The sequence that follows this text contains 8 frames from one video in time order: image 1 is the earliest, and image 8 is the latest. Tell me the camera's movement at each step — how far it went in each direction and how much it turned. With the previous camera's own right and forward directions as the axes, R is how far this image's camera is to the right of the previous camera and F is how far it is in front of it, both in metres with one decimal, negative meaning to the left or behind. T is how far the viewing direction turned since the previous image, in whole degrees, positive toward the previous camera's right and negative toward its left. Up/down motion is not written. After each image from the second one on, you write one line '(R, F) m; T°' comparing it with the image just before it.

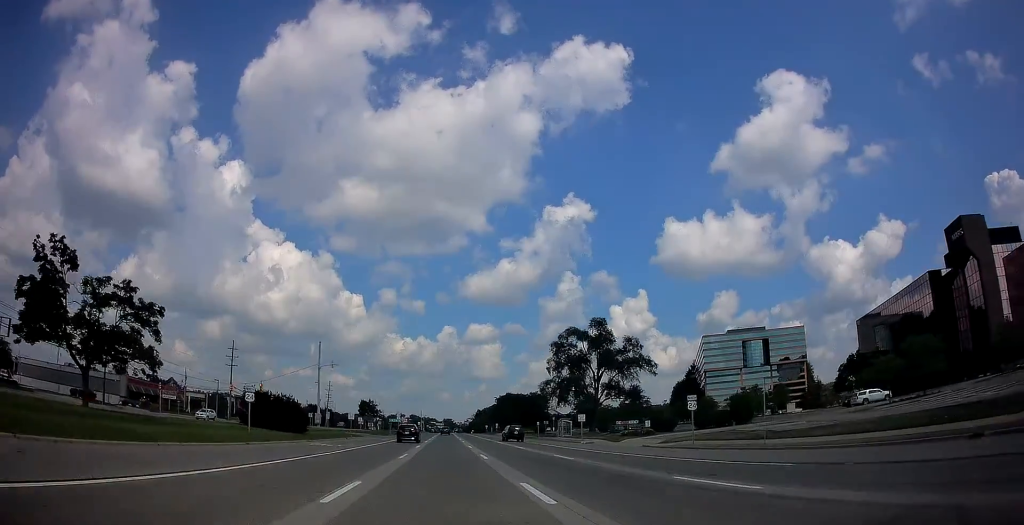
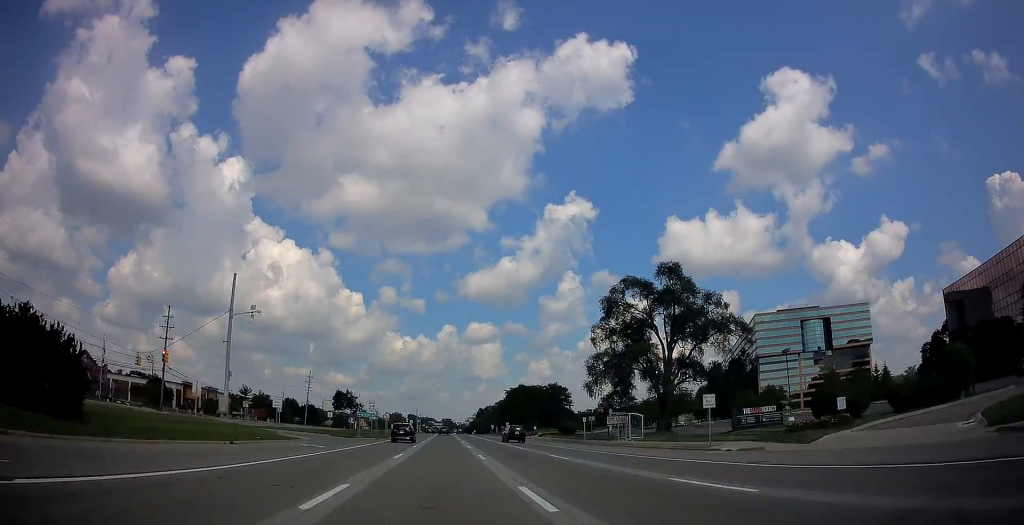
(0.0, +30.8) m; 0°
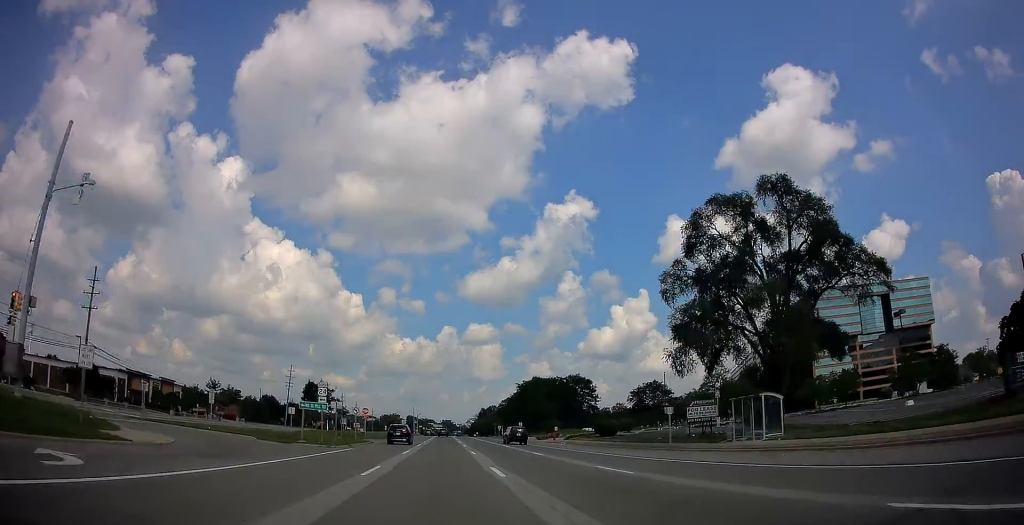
(0.0, +23.4) m; 0°
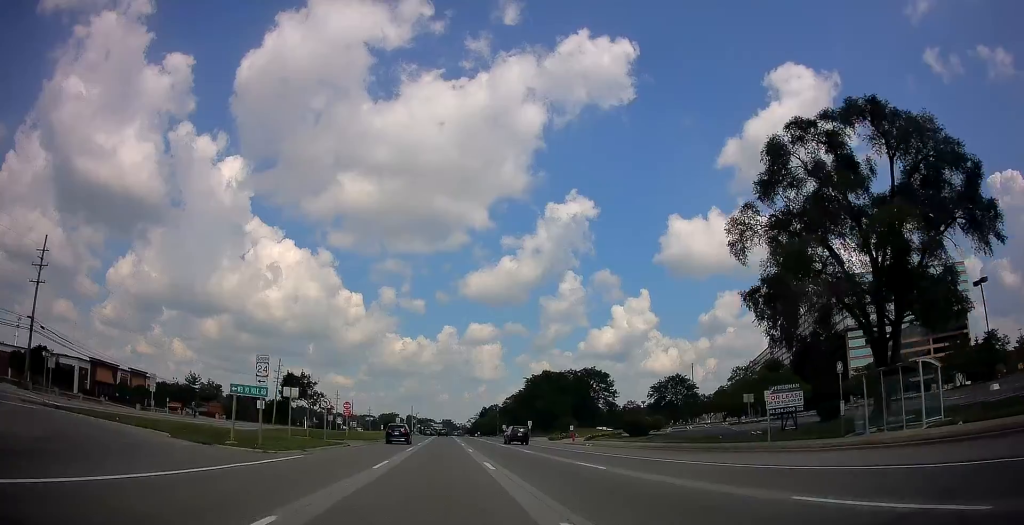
(+0.1, +11.7) m; 0°
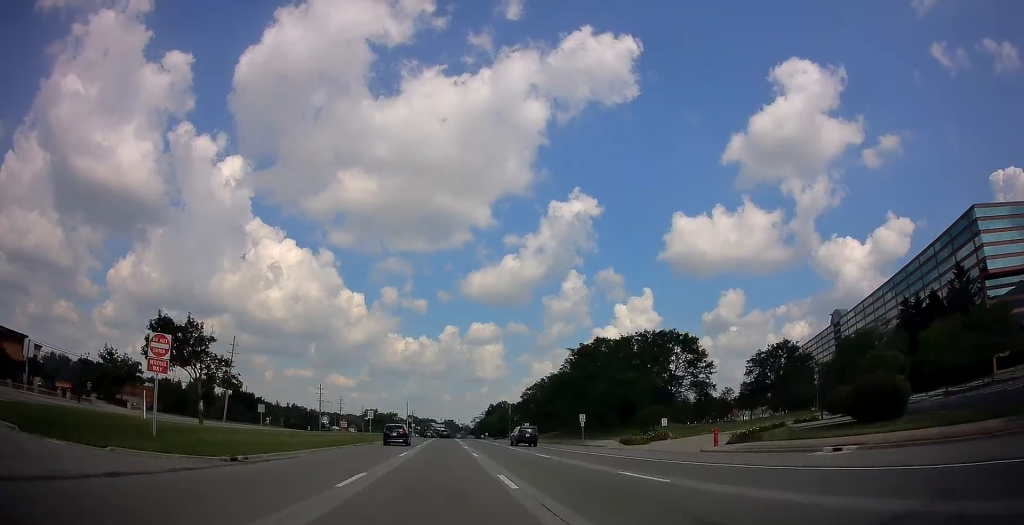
(-0.4, +35.9) m; -1°
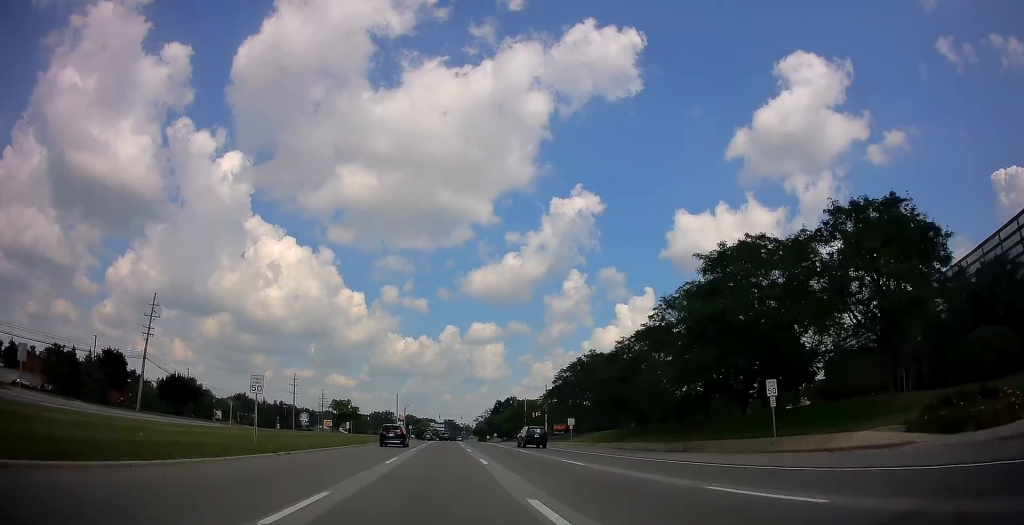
(+0.3, +36.7) m; +1°
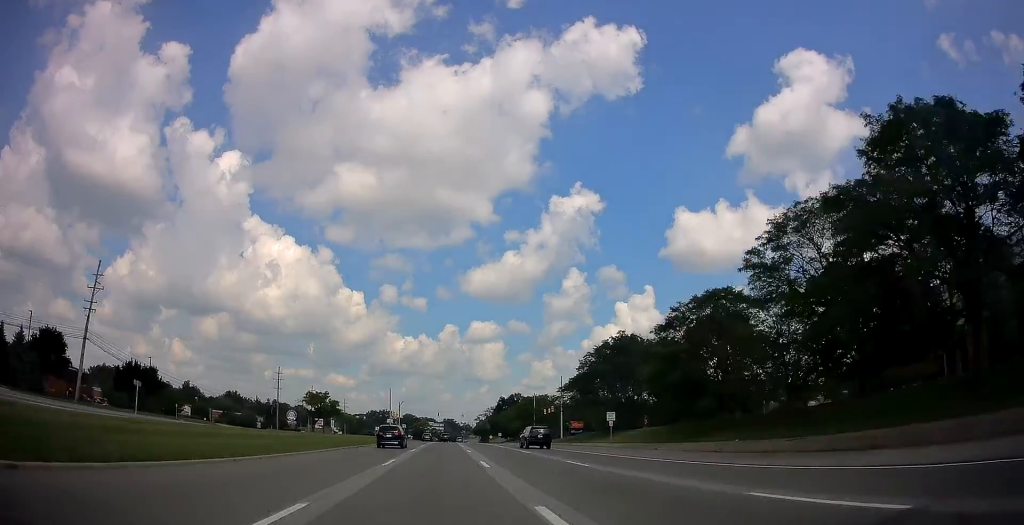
(-0.1, +15.9) m; 0°
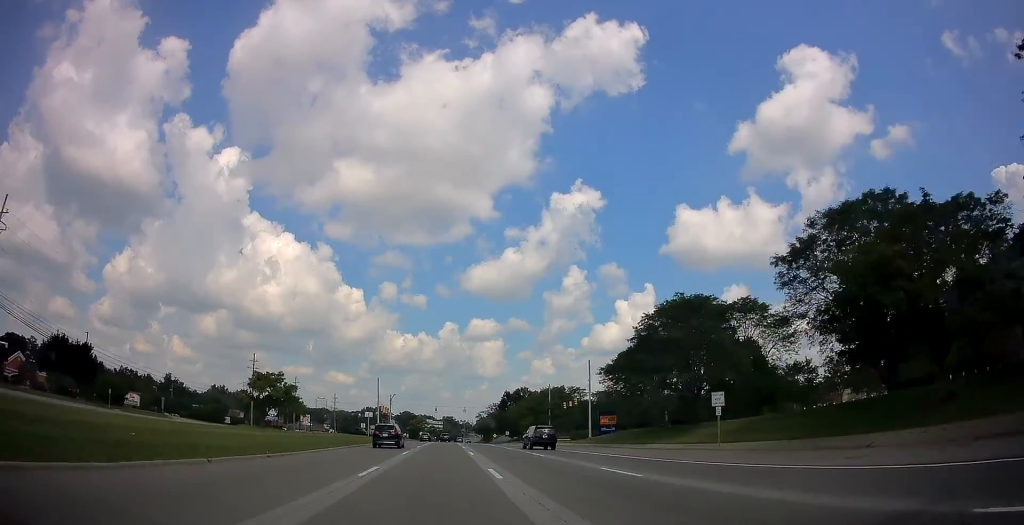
(-0.1, +20.8) m; 0°
